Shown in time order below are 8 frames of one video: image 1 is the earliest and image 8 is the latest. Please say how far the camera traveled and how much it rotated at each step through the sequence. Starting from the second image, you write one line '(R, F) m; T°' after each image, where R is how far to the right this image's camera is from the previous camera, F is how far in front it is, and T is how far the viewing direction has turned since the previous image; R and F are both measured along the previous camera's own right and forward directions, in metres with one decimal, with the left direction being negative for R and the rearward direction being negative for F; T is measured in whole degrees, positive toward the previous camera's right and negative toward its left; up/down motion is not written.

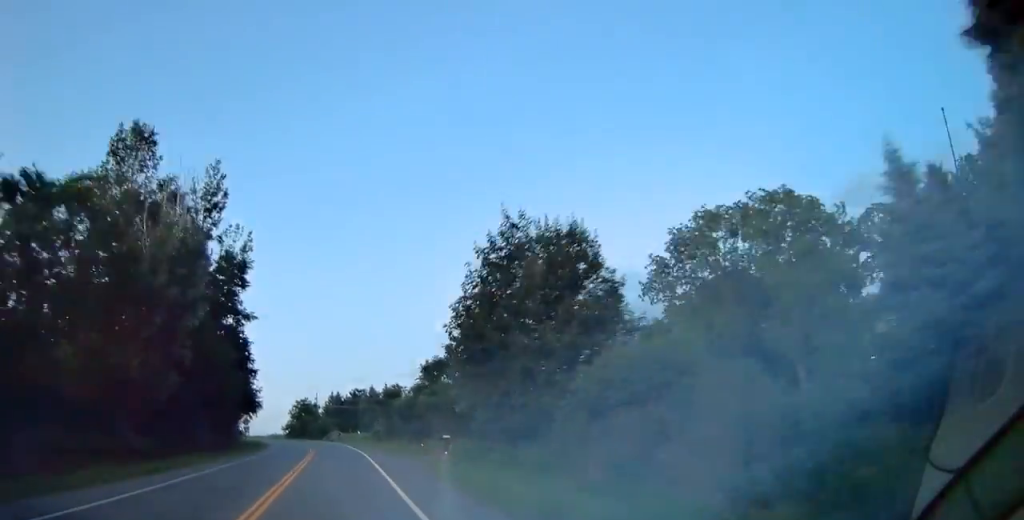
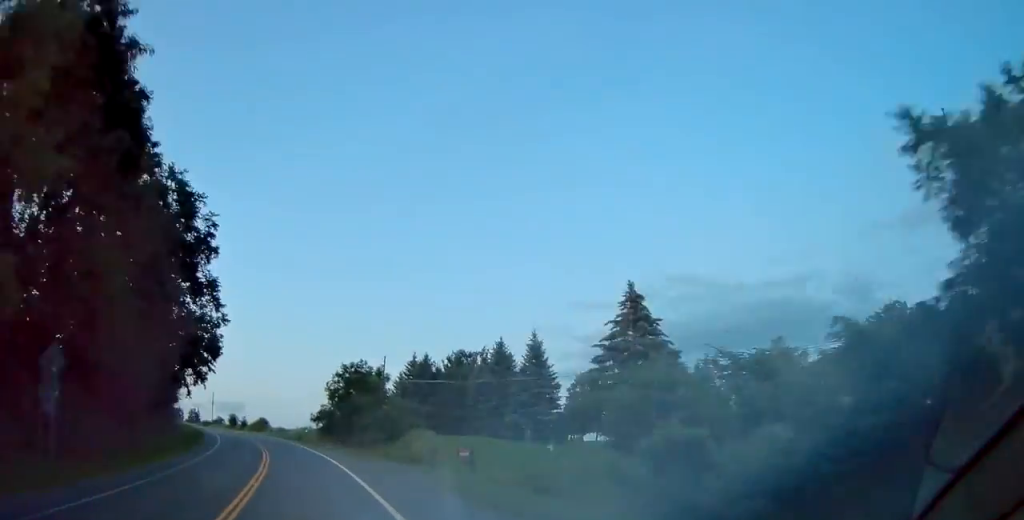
(-0.9, +66.4) m; -7°
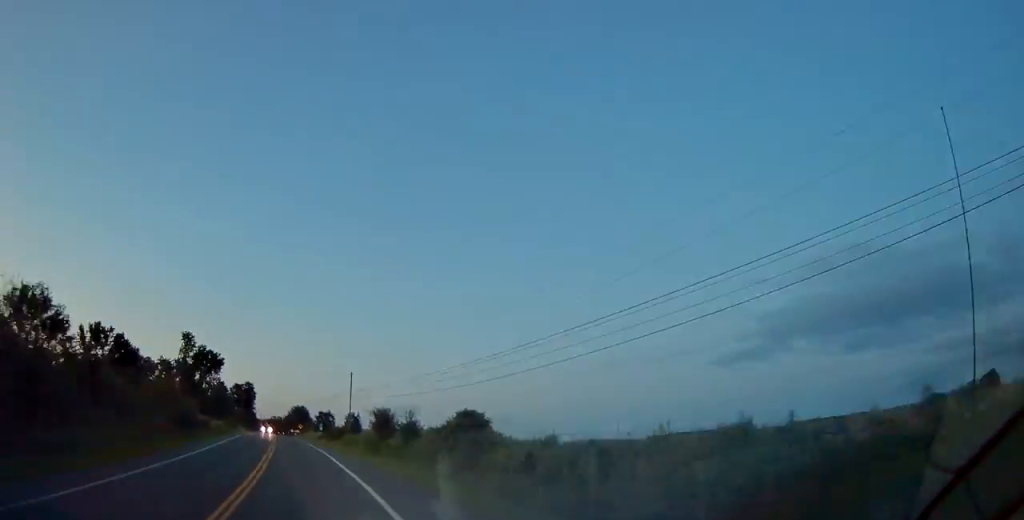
(-9.5, +80.5) m; -12°
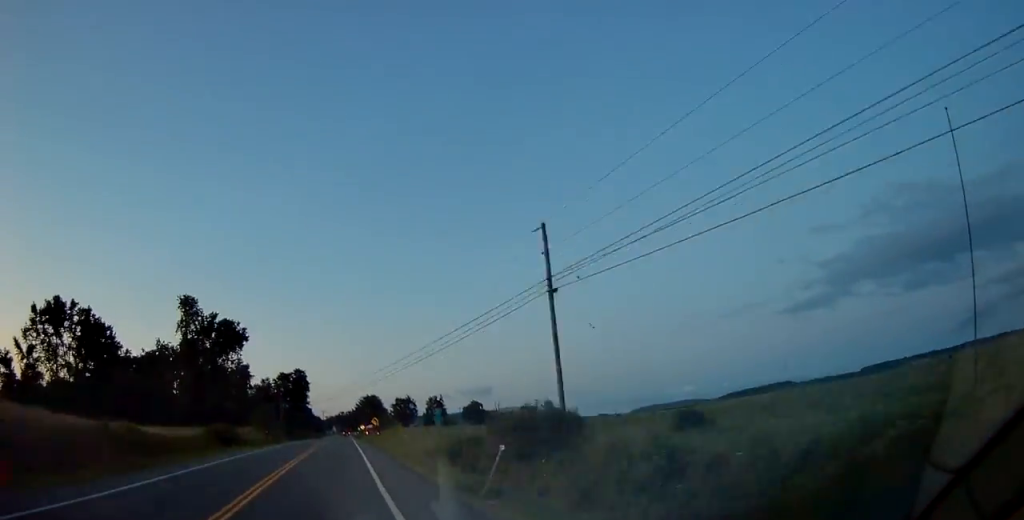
(-4.7, +64.1) m; -6°
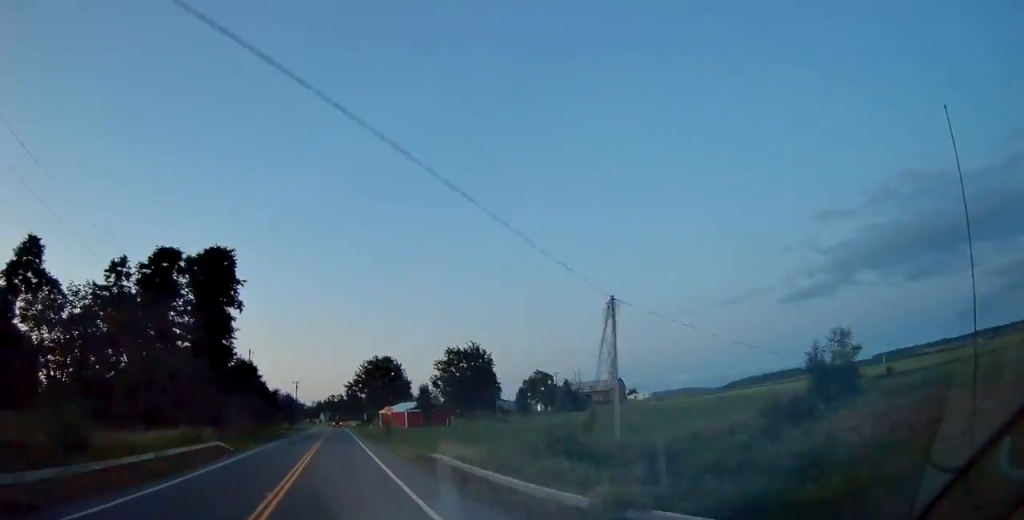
(-2.6, +120.7) m; -1°
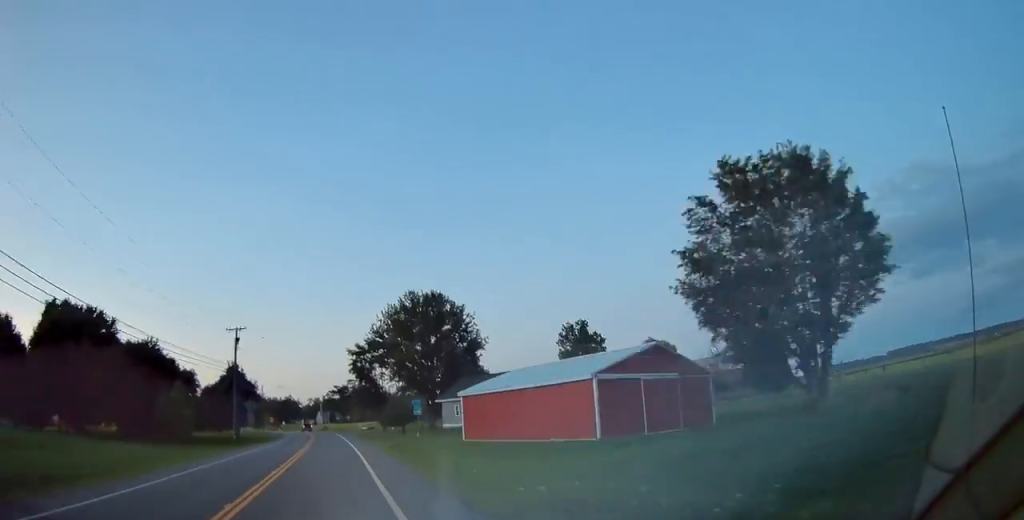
(+0.1, +78.9) m; -2°
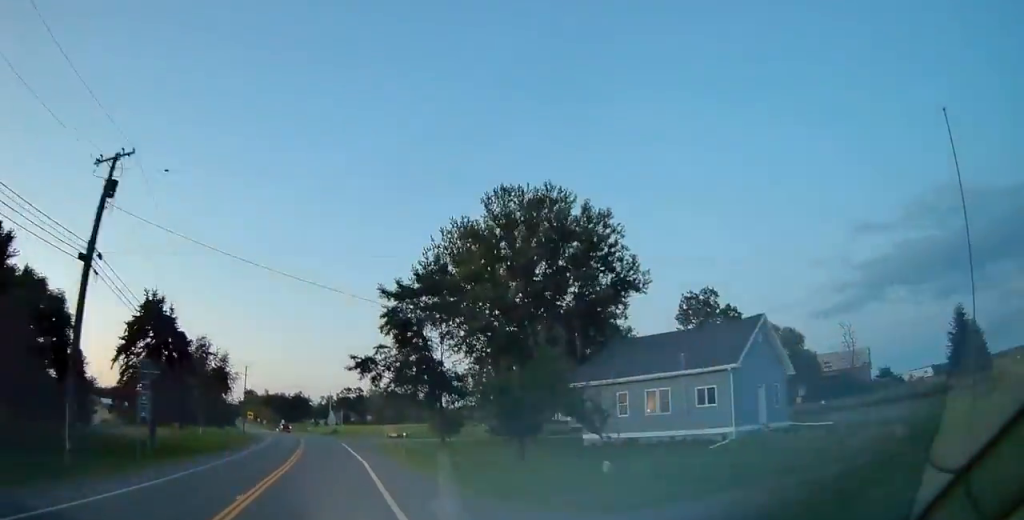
(+0.6, +38.6) m; -2°
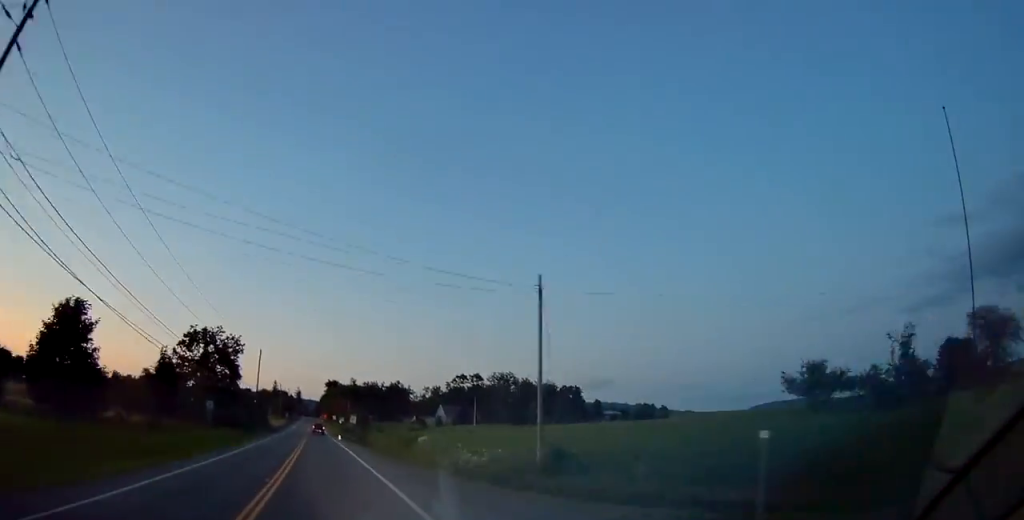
(-4.3, +78.9) m; -6°
